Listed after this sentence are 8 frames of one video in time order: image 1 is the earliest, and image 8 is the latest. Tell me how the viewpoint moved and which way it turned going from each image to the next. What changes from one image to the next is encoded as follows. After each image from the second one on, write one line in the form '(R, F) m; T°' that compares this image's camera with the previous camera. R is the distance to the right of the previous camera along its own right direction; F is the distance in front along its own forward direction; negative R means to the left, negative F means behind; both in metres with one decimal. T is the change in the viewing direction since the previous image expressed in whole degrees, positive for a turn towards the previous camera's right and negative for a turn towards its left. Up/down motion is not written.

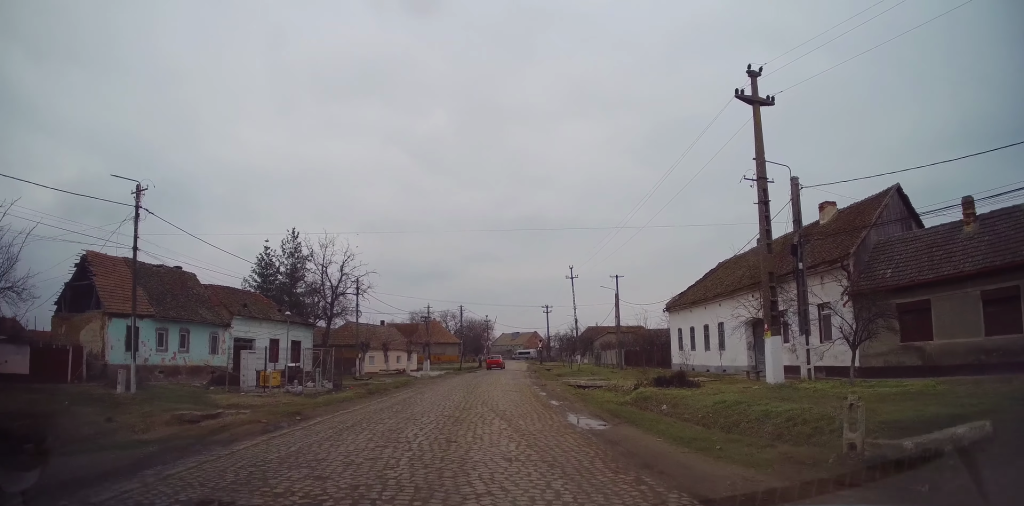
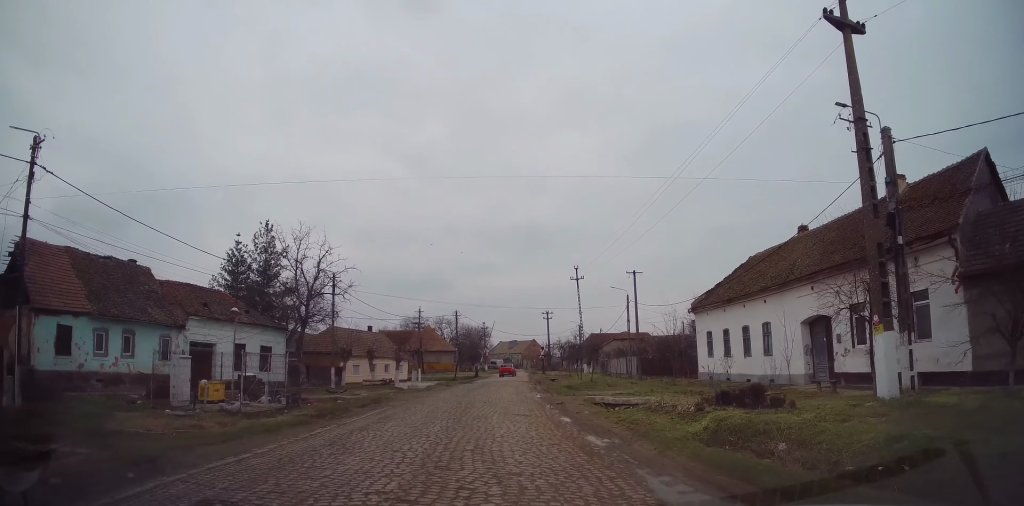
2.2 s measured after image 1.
(-0.3, +6.9) m; -3°
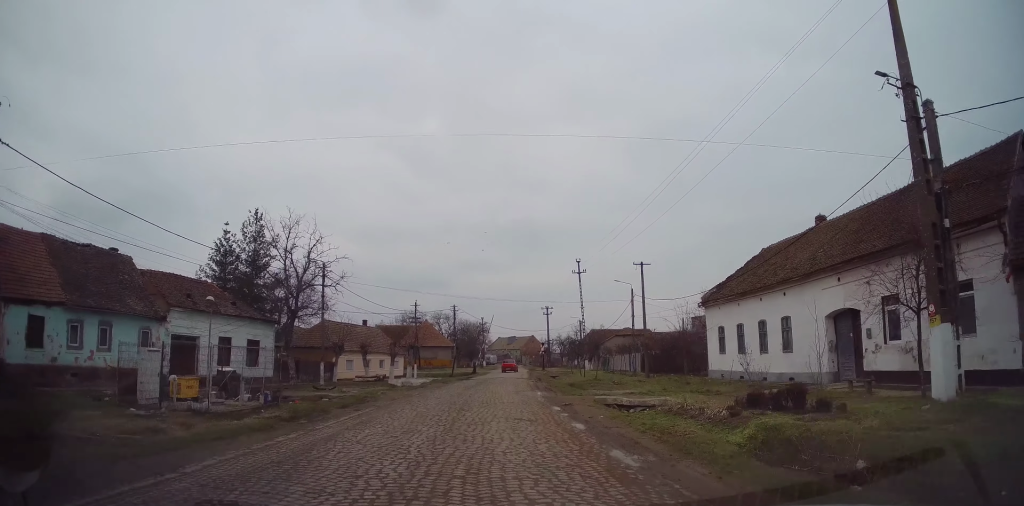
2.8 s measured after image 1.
(0.0, +2.0) m; +1°
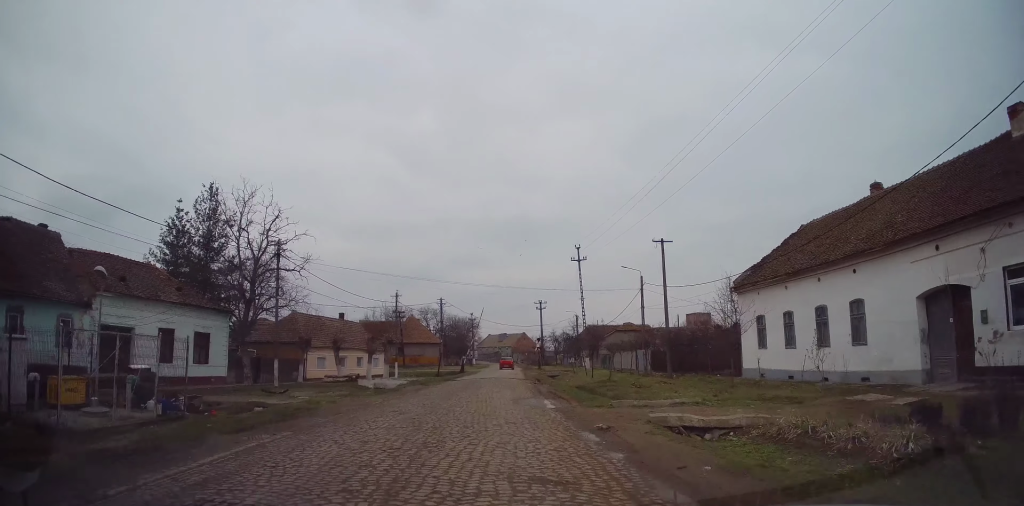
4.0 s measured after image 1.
(+0.1, +5.5) m; -1°
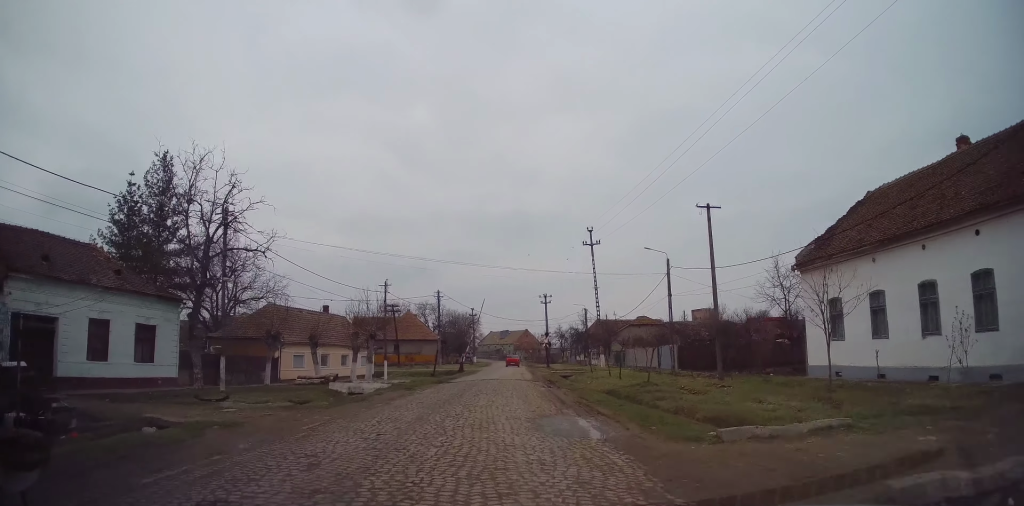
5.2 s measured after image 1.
(0.0, +5.9) m; +3°
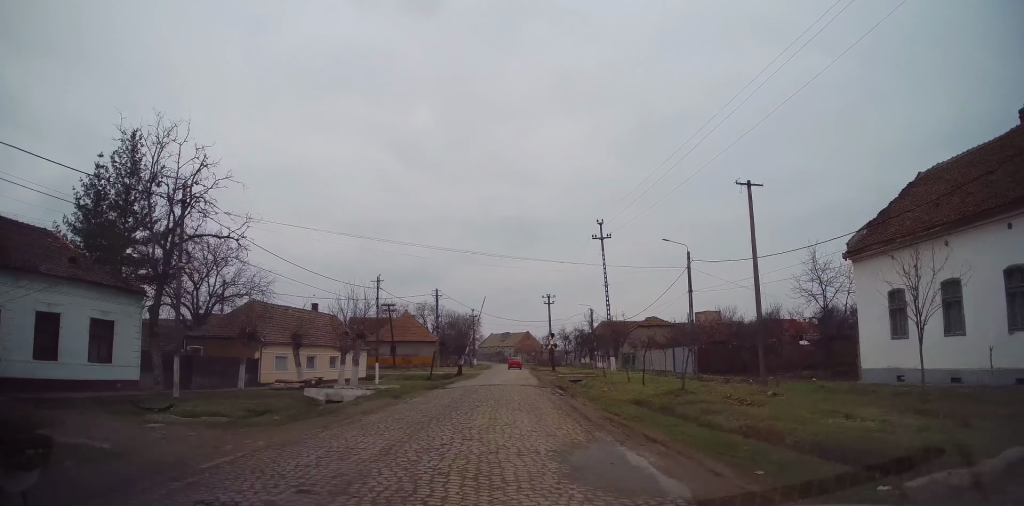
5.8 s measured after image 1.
(+0.1, +3.7) m; +2°
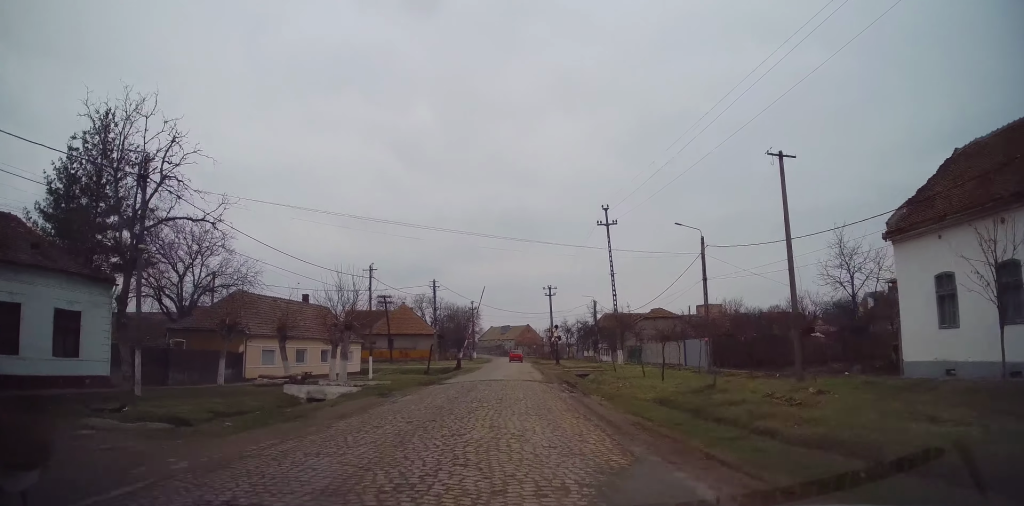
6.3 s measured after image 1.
(0.0, +2.5) m; 0°
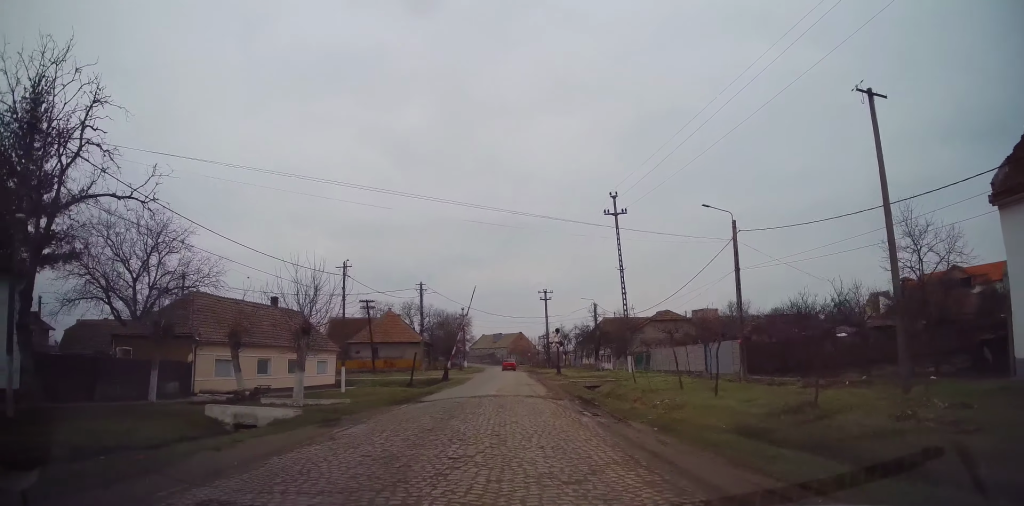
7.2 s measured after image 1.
(0.0, +5.4) m; -2°
